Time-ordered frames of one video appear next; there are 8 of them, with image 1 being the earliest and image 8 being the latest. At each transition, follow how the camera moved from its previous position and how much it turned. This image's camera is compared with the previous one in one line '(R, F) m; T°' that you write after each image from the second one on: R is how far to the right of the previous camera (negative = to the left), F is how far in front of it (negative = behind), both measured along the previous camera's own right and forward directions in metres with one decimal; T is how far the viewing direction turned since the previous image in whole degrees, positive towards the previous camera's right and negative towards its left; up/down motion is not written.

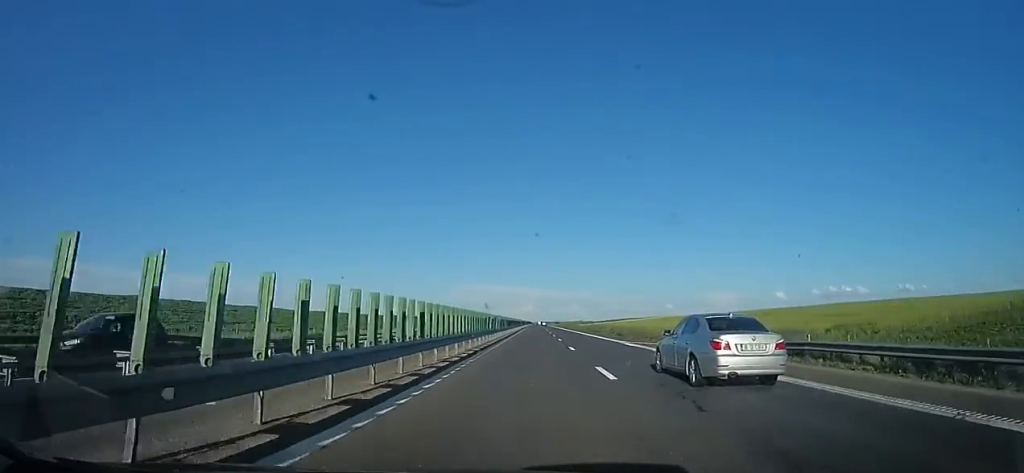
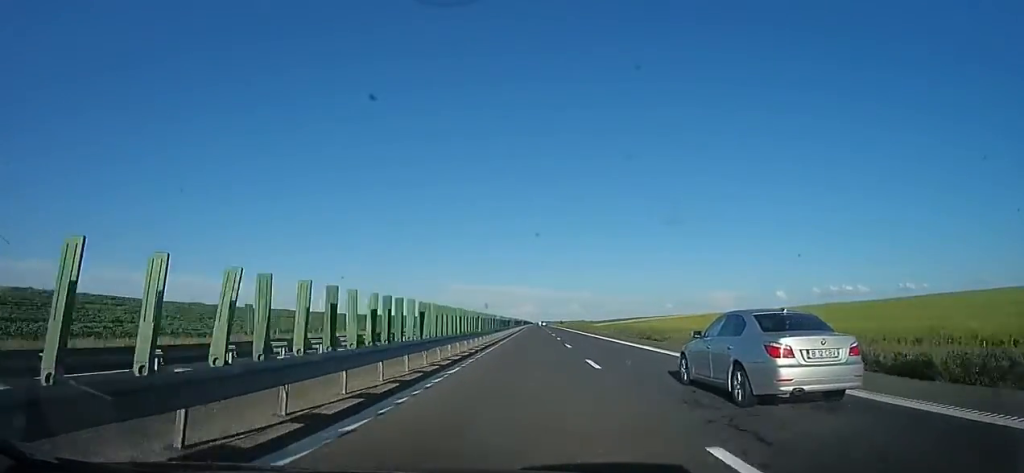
(-0.7, +33.2) m; +1°
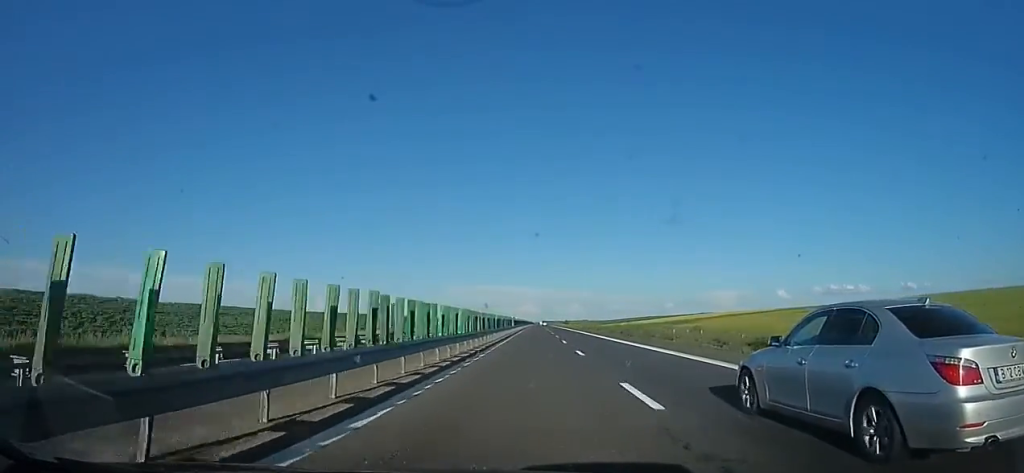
(+1.5, +42.6) m; +2°
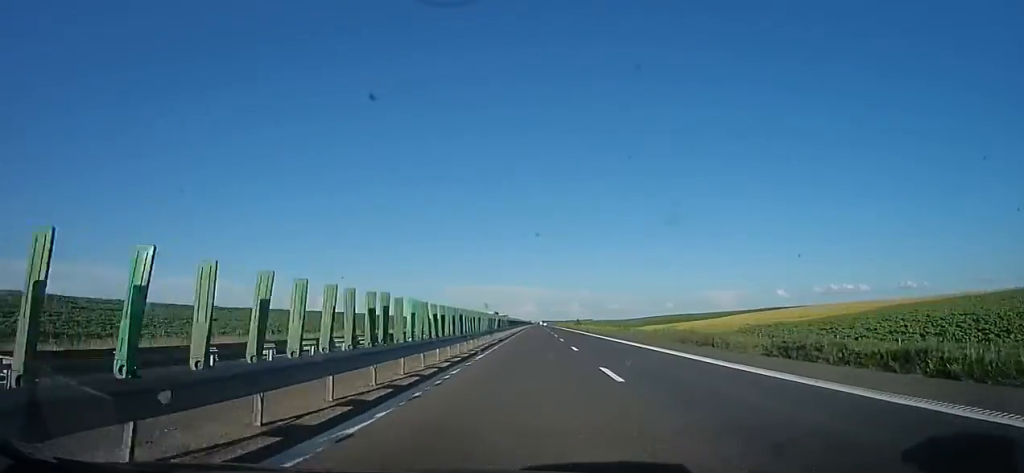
(-2.1, +68.5) m; -2°
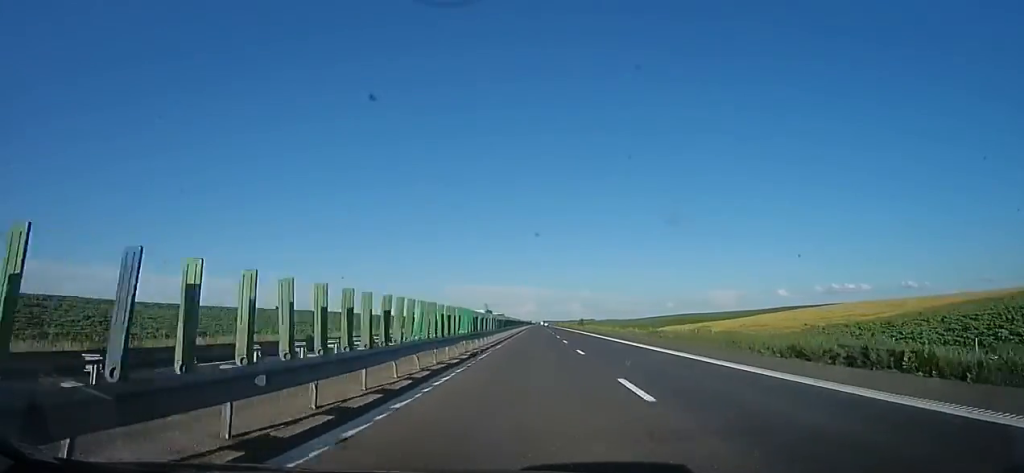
(+0.5, +14.6) m; 0°
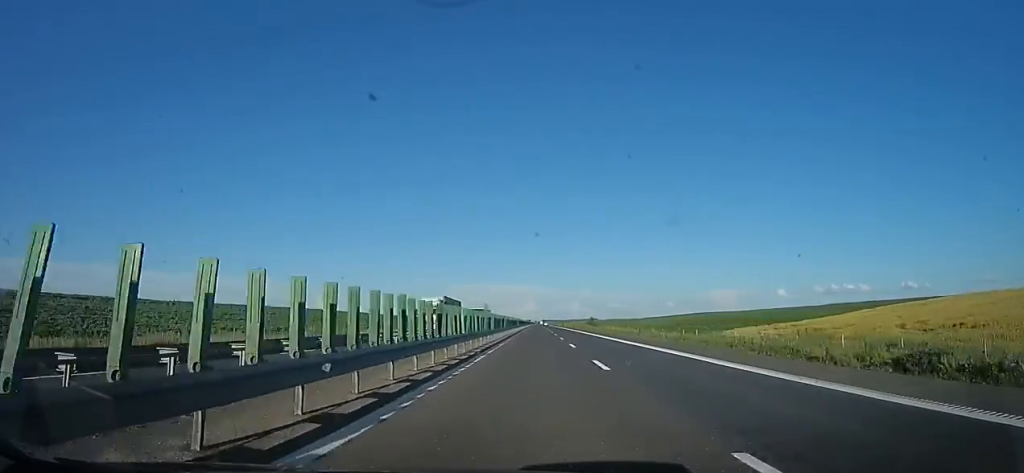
(+0.1, +30.5) m; 0°
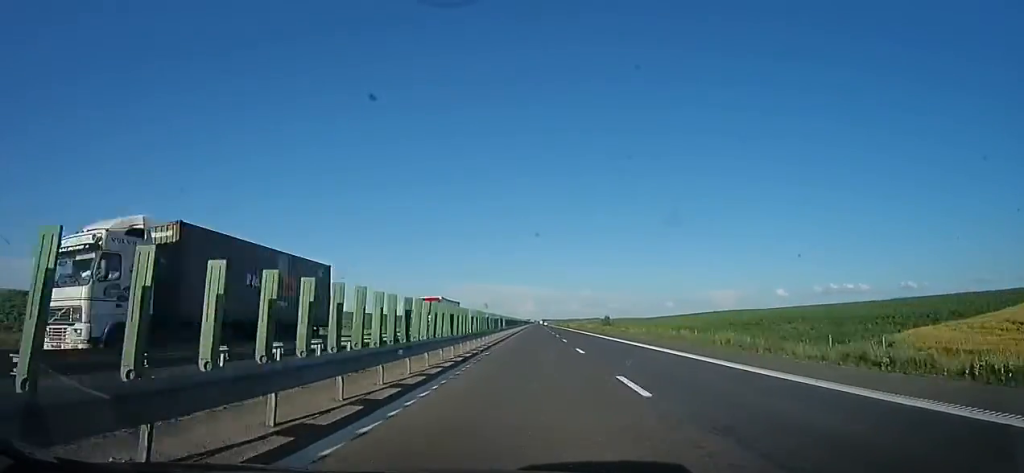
(-0.6, +28.6) m; 0°
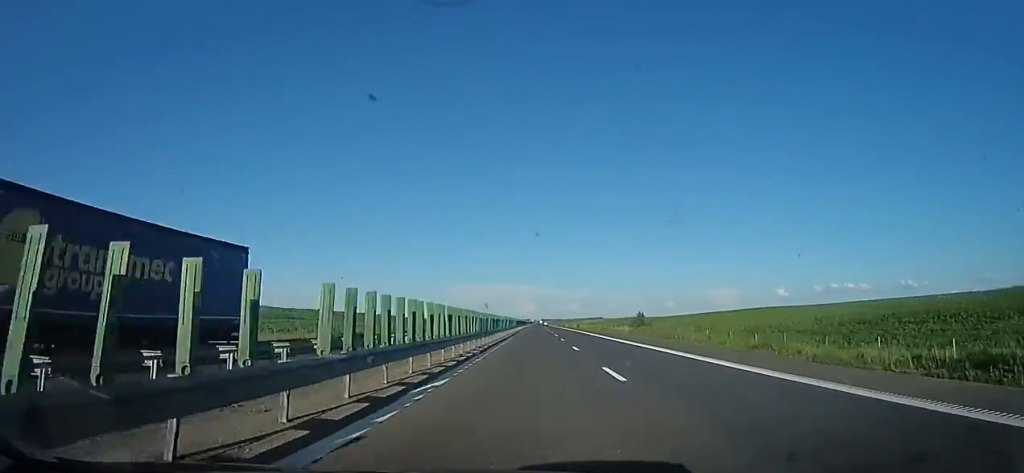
(+1.0, +33.7) m; 0°
